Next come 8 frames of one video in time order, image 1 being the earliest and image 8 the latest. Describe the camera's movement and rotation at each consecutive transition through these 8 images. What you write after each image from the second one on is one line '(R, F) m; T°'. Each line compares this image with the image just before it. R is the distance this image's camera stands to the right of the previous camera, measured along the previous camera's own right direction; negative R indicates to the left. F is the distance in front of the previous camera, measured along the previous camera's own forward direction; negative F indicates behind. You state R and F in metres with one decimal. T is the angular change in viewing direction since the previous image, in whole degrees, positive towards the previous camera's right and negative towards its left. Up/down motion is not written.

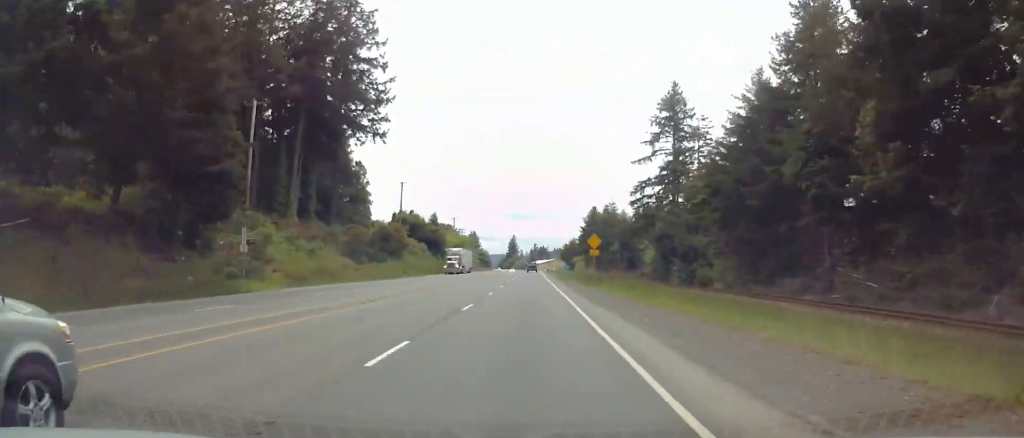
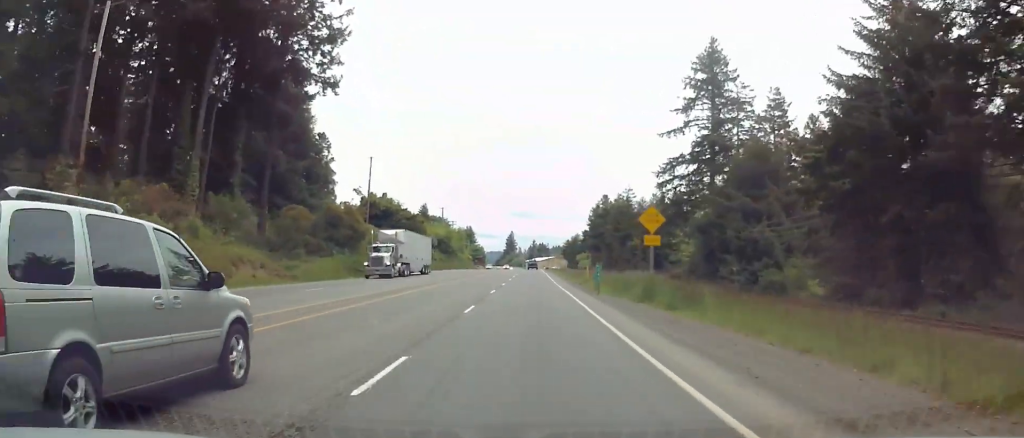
(+0.1, +26.3) m; 0°
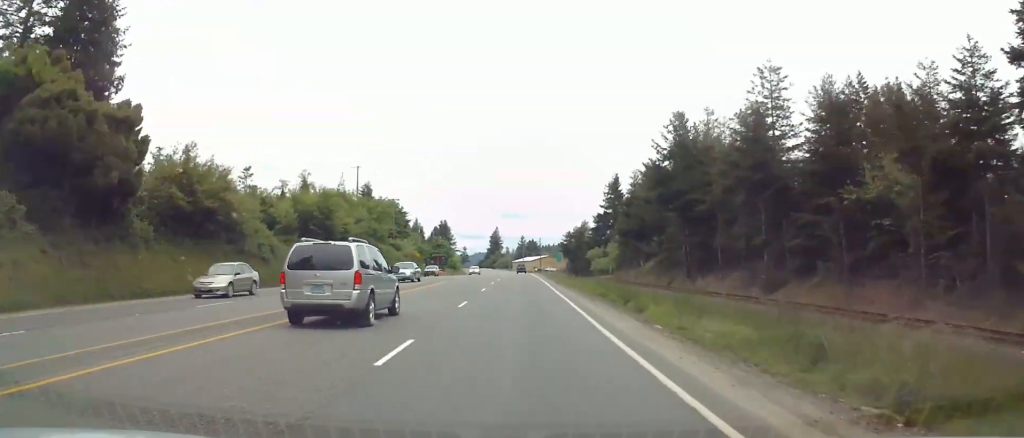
(-0.4, +82.2) m; 0°
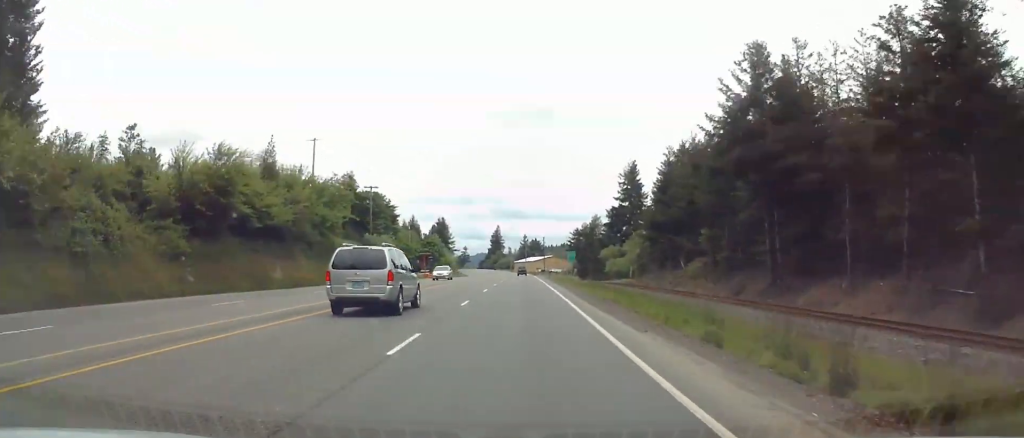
(0.0, +23.4) m; 0°
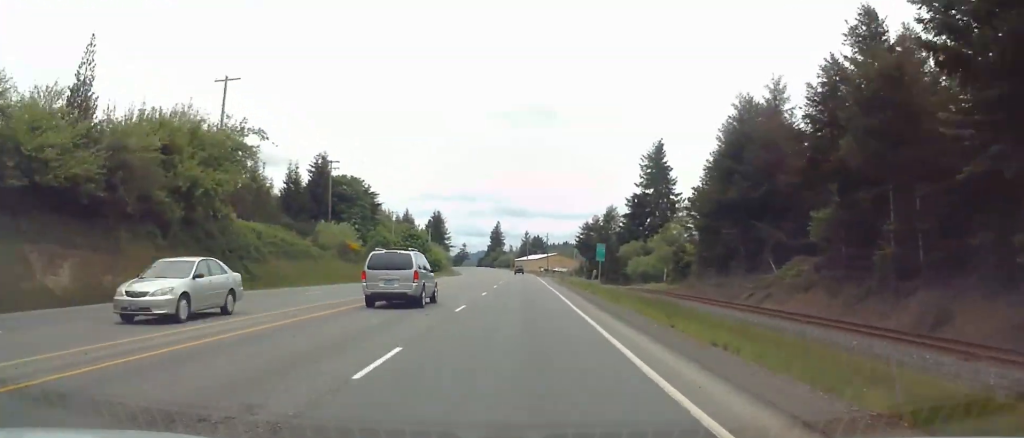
(+0.1, +26.5) m; 0°
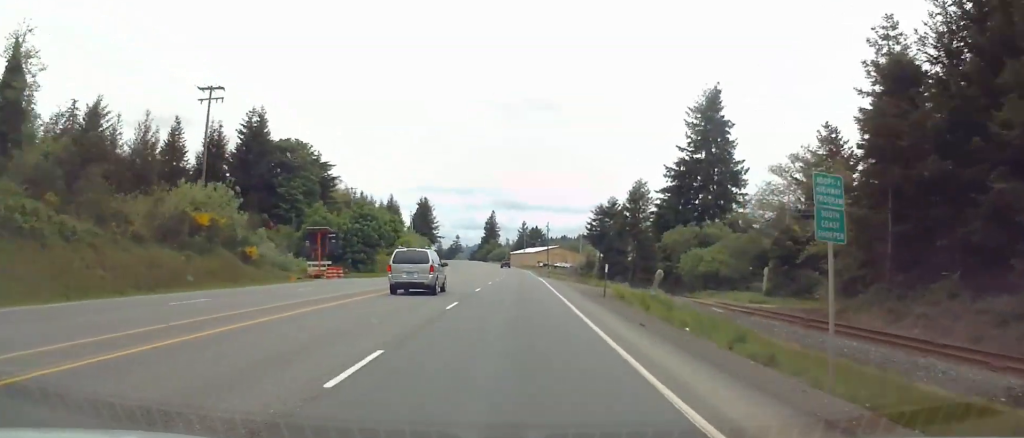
(+0.1, +37.5) m; 0°
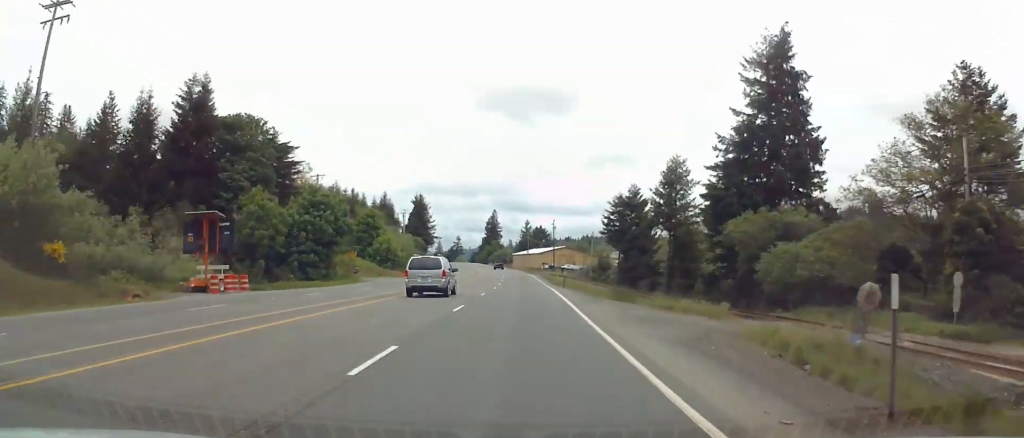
(0.0, +23.5) m; 0°
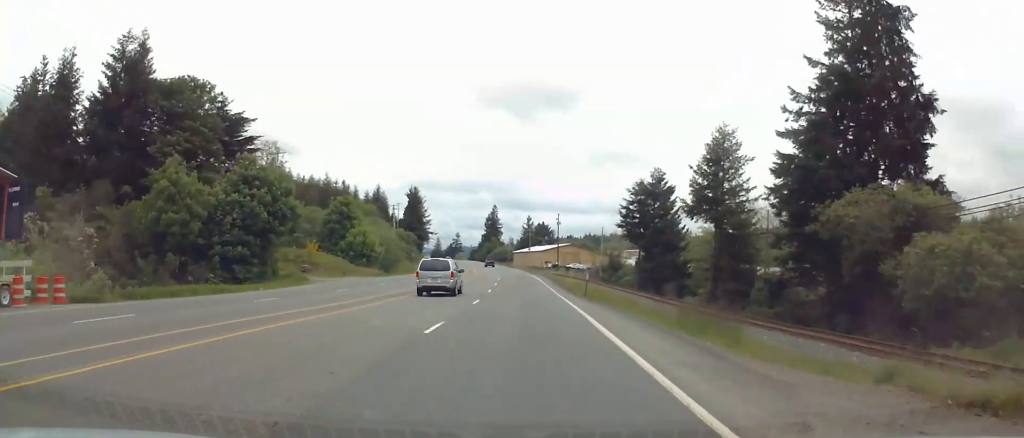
(0.0, +18.8) m; 0°
